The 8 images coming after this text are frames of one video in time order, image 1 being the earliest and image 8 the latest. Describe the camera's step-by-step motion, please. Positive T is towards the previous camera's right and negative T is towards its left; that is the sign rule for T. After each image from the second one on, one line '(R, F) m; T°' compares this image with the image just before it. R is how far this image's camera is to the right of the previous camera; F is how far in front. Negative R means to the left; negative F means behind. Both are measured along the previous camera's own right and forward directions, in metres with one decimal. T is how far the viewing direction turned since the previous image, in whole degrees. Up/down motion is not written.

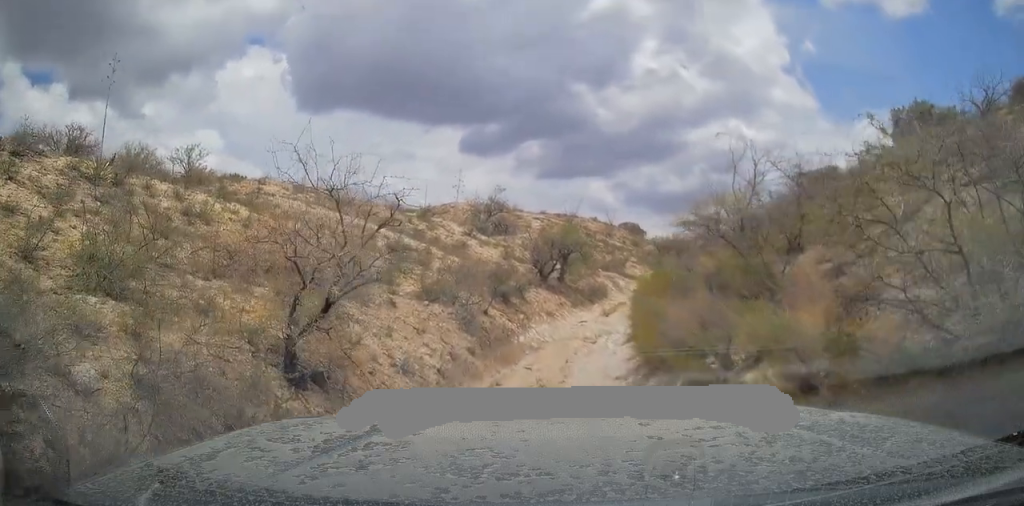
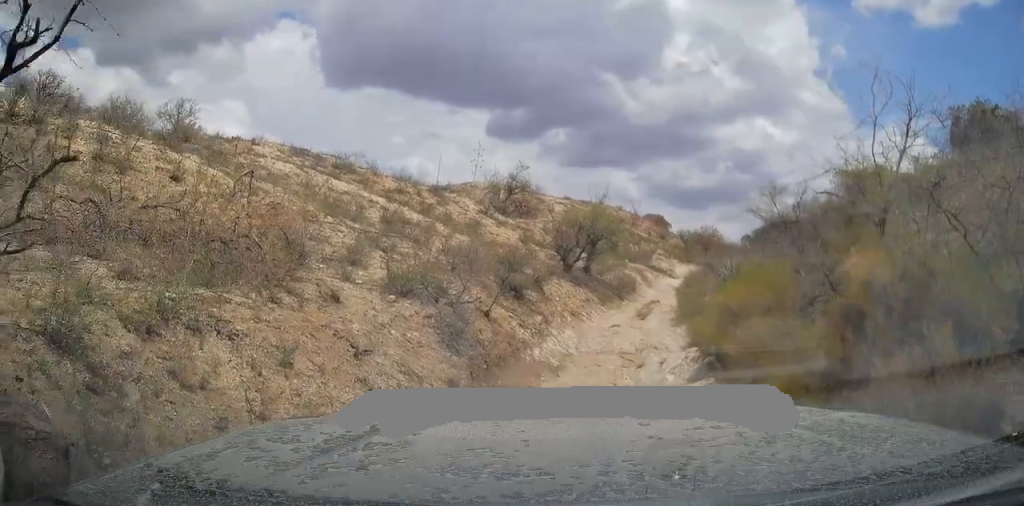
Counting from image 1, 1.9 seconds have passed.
(-0.7, +4.1) m; -5°
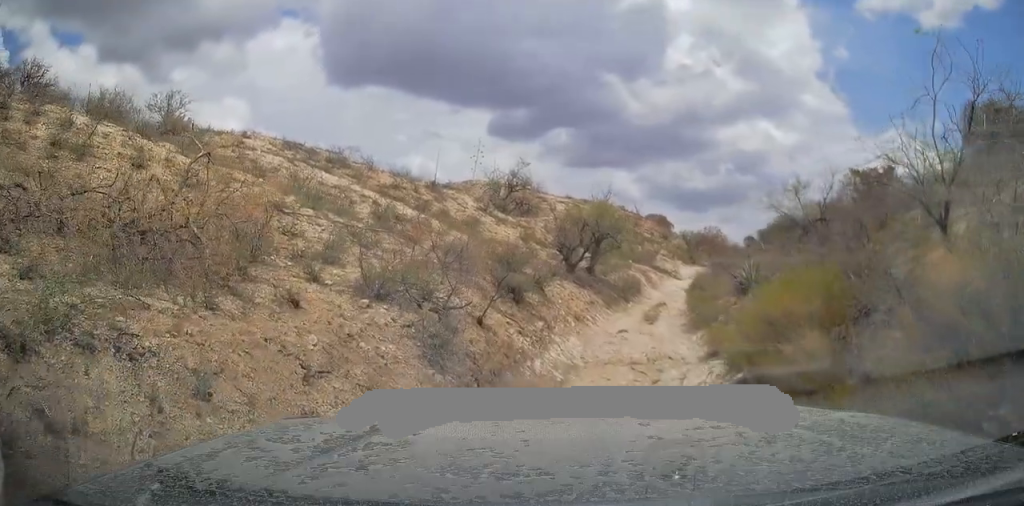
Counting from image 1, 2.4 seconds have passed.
(+0.1, +1.3) m; +3°
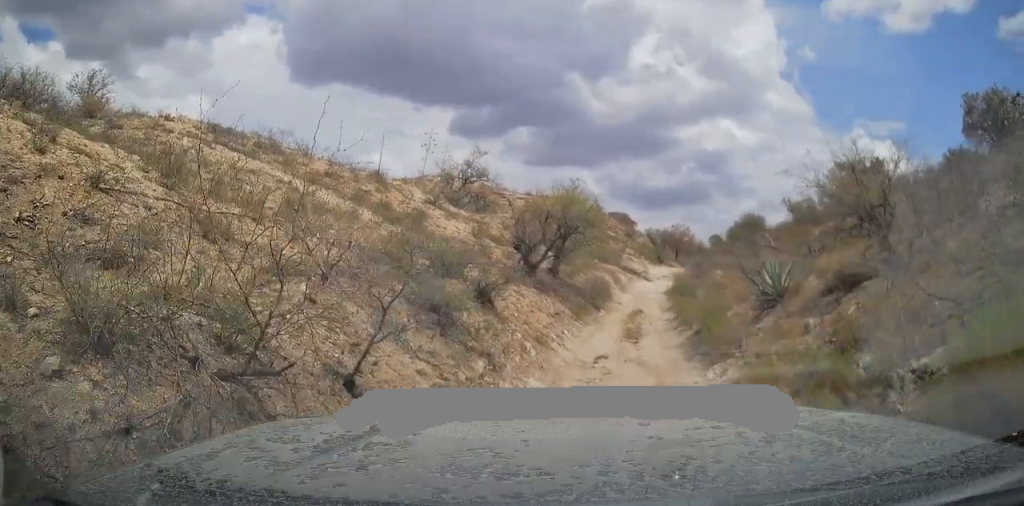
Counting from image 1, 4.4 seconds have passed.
(+0.2, +4.2) m; +3°
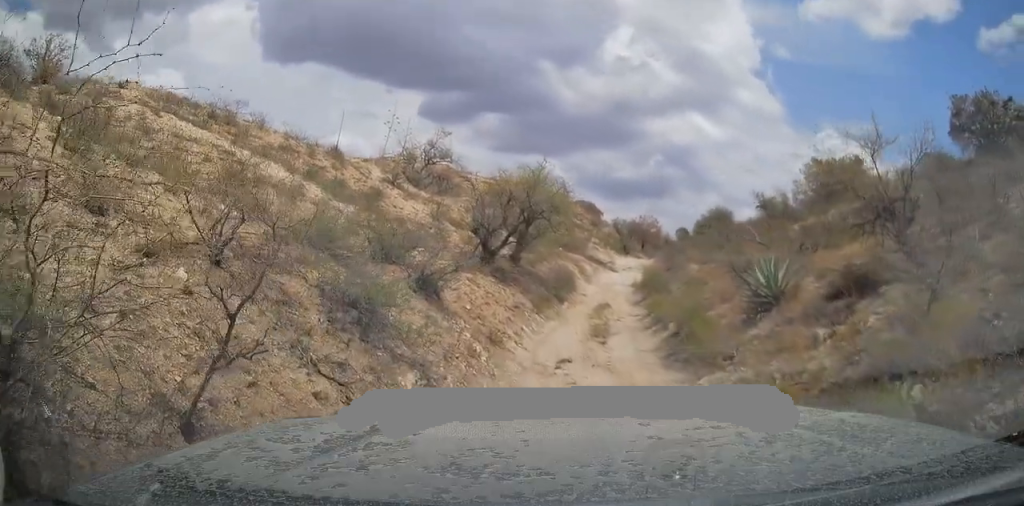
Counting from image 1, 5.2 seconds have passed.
(0.0, +1.5) m; +1°
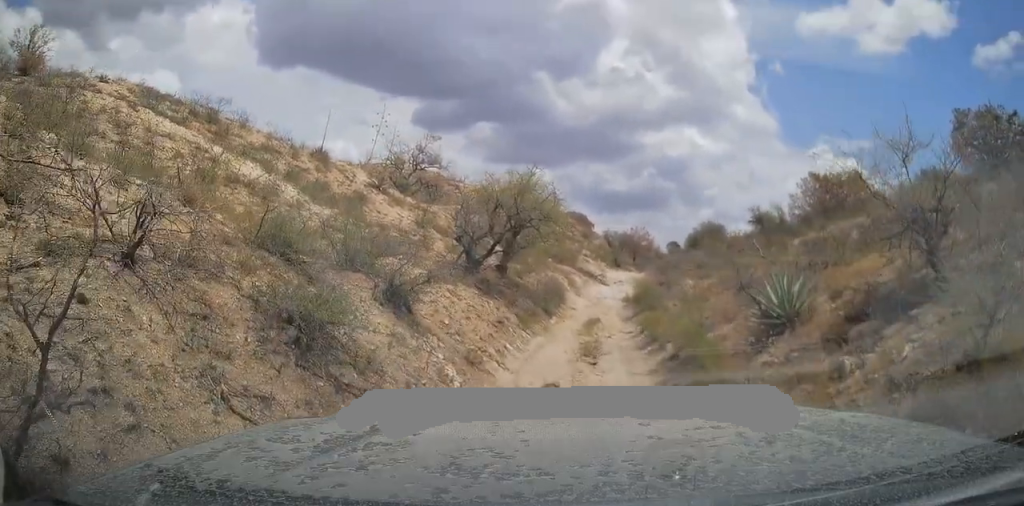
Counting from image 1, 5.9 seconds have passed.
(0.0, +1.2) m; +6°
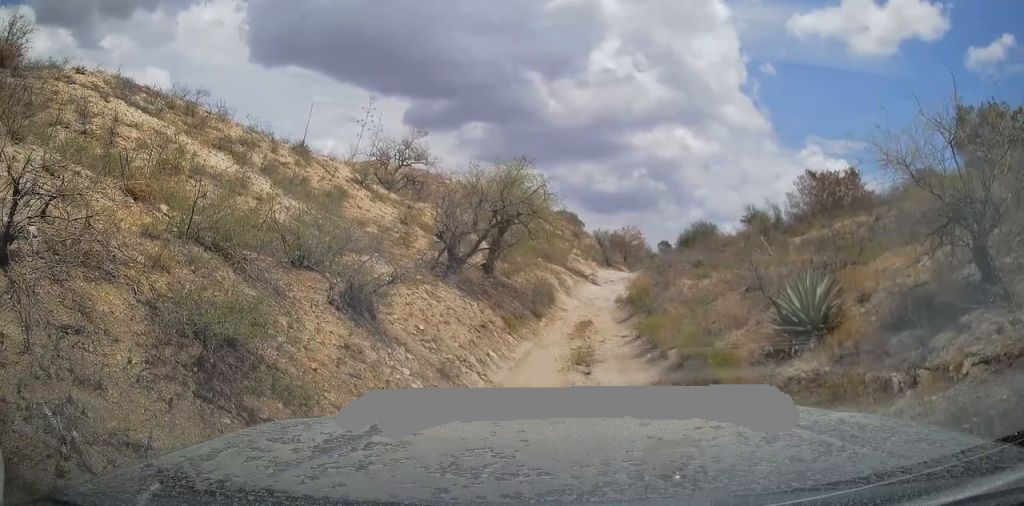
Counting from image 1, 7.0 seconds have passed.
(+0.2, +1.2) m; +1°
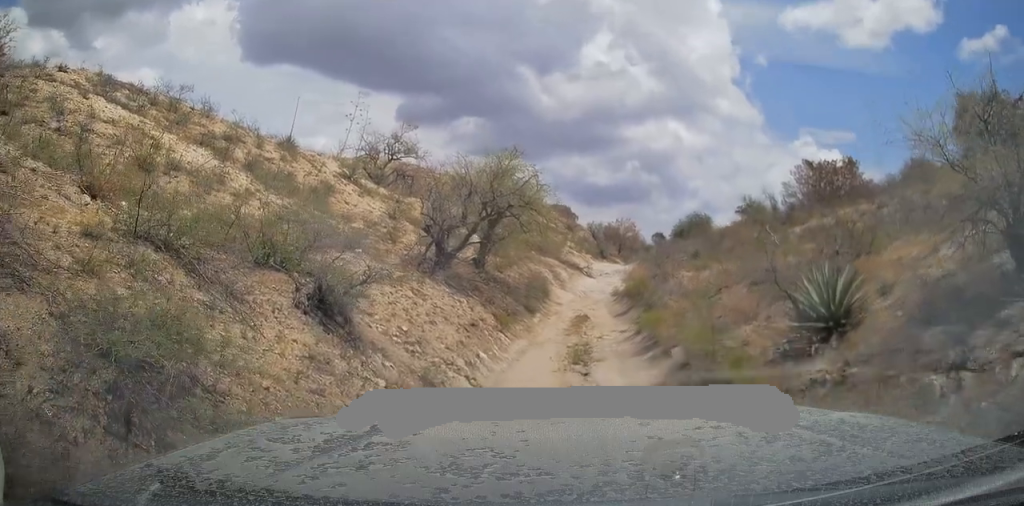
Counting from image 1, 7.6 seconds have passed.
(0.0, +0.8) m; 0°
